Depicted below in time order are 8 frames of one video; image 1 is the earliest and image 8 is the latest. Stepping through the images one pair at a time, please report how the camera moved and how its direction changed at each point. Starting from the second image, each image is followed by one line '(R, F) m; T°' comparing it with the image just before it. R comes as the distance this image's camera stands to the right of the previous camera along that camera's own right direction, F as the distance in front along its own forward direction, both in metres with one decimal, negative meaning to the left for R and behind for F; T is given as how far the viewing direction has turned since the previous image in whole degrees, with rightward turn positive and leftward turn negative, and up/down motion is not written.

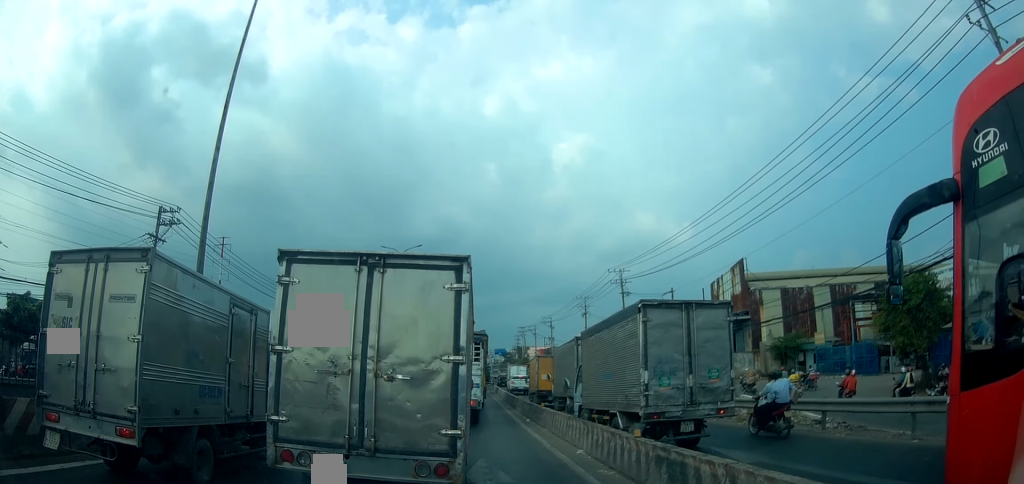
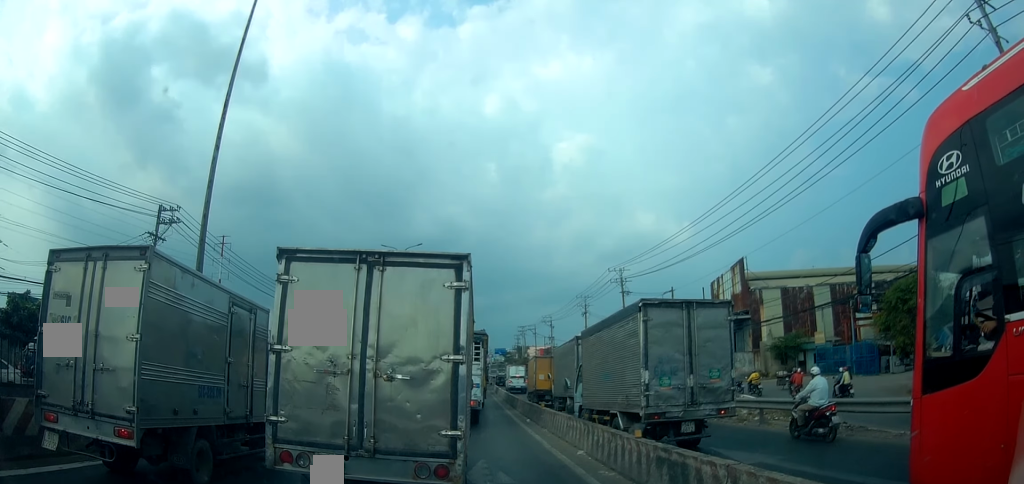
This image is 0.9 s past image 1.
(0.0, 0.0) m; 0°
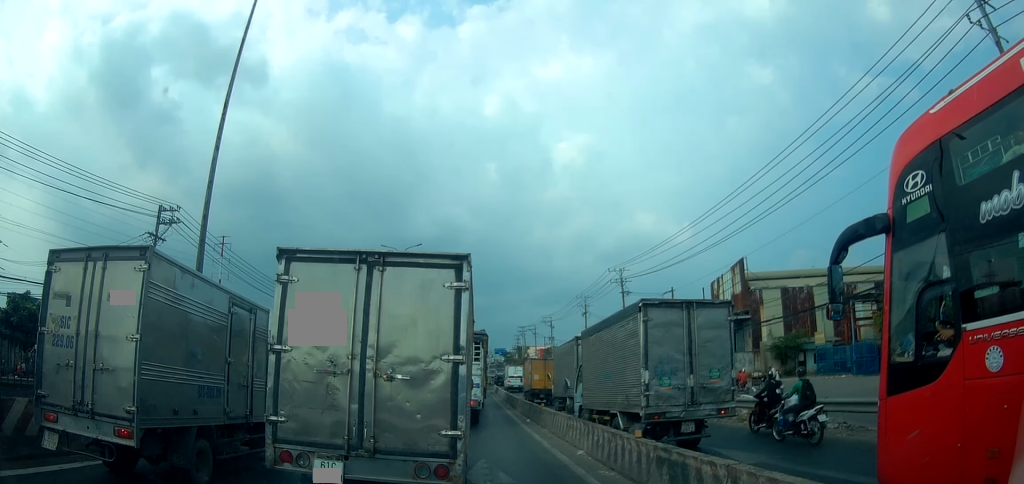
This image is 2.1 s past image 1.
(0.0, 0.0) m; 0°
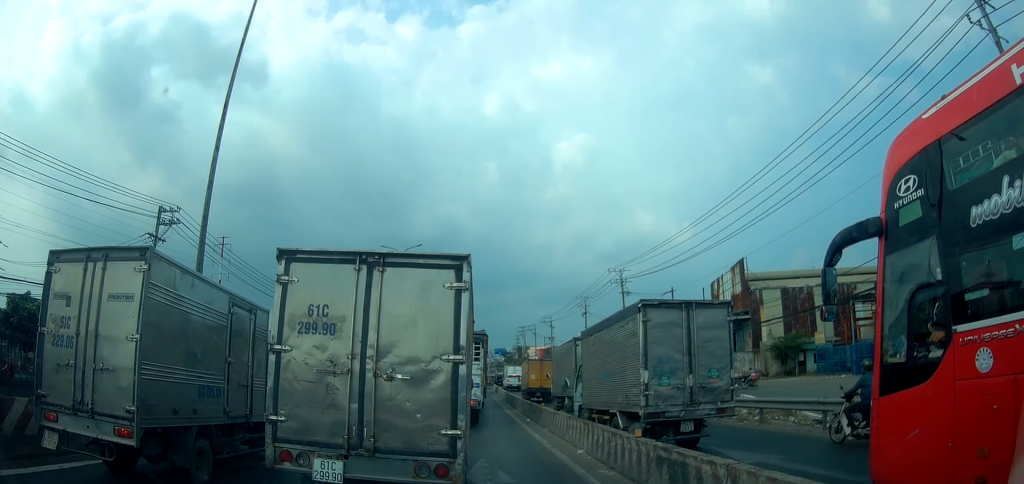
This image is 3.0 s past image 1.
(0.0, 0.0) m; 0°
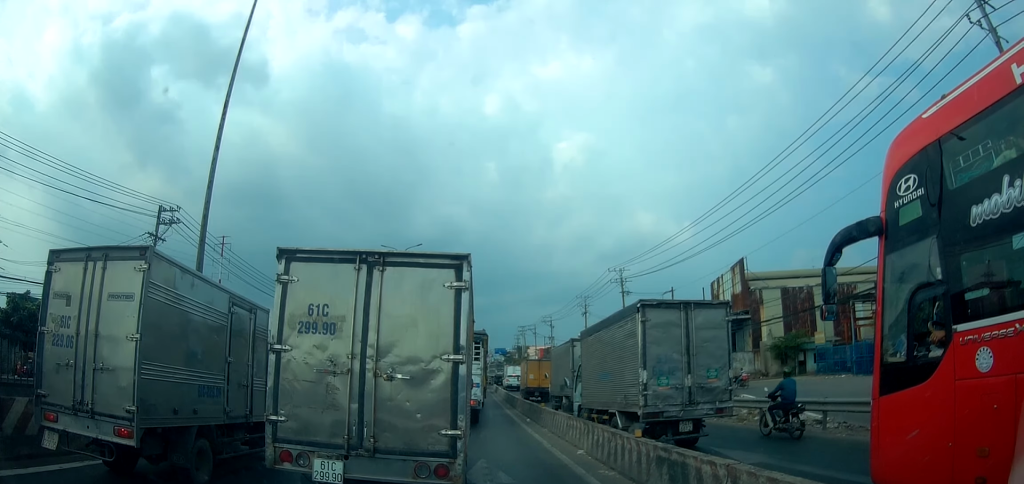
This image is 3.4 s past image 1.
(0.0, 0.0) m; 0°
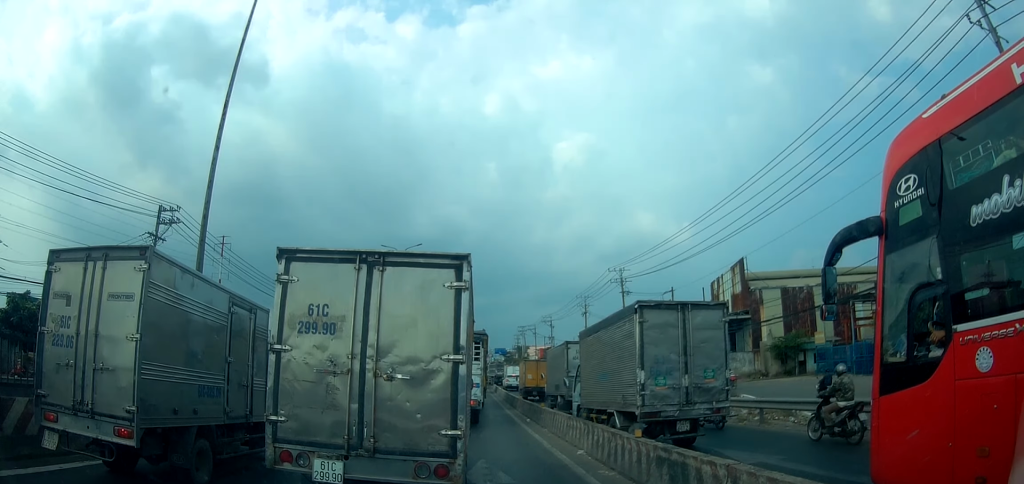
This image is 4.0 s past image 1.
(0.0, 0.0) m; 0°
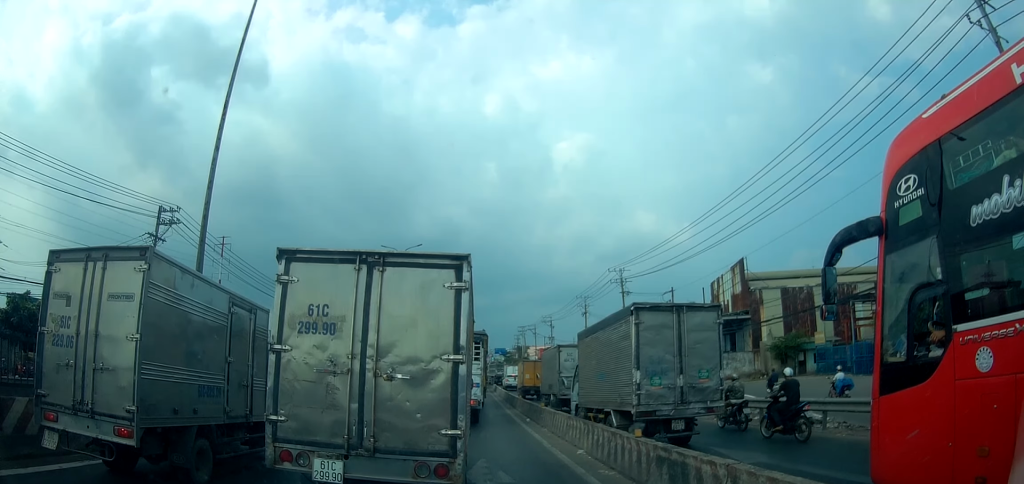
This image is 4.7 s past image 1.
(0.0, 0.0) m; 0°
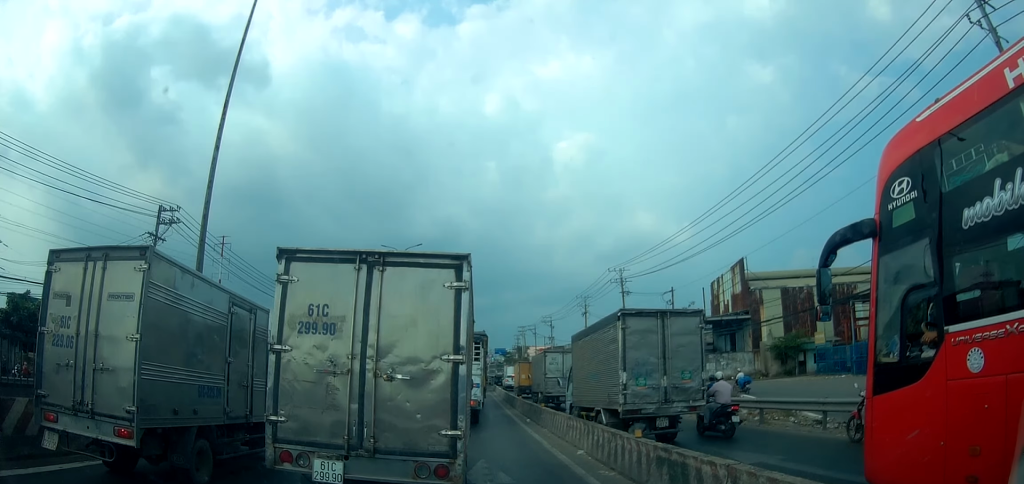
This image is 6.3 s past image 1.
(0.0, 0.0) m; 0°
